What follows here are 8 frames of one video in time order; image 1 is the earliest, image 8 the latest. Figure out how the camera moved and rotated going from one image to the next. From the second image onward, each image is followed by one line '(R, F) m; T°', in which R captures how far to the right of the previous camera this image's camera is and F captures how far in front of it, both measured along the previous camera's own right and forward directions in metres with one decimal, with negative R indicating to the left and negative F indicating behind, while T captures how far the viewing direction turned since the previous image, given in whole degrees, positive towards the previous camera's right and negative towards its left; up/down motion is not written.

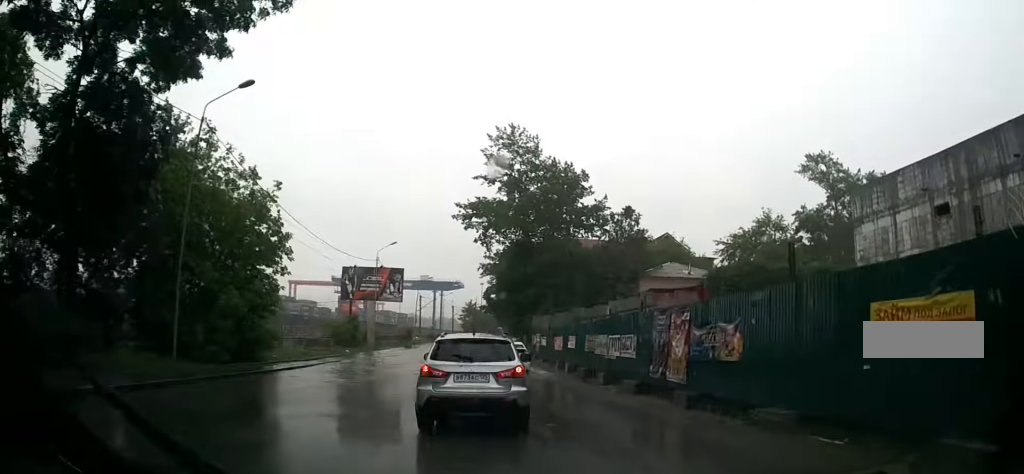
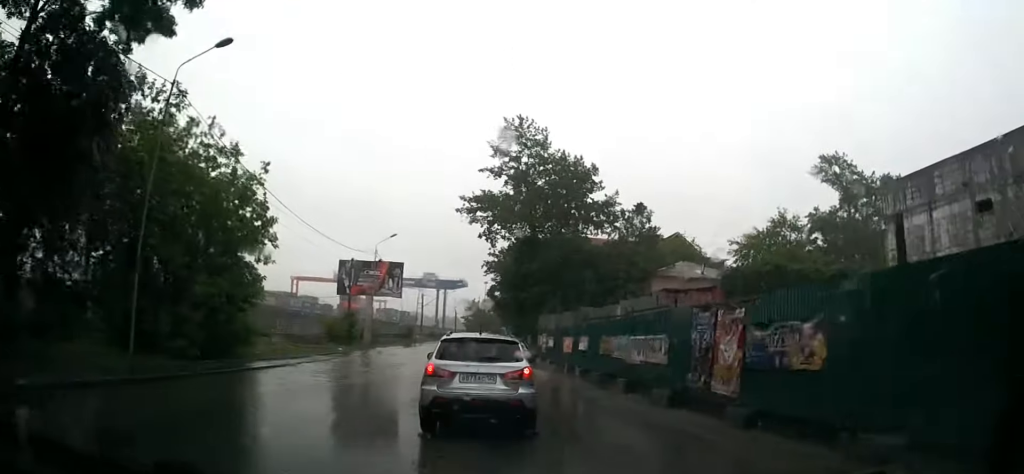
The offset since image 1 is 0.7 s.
(+0.1, +2.7) m; +3°
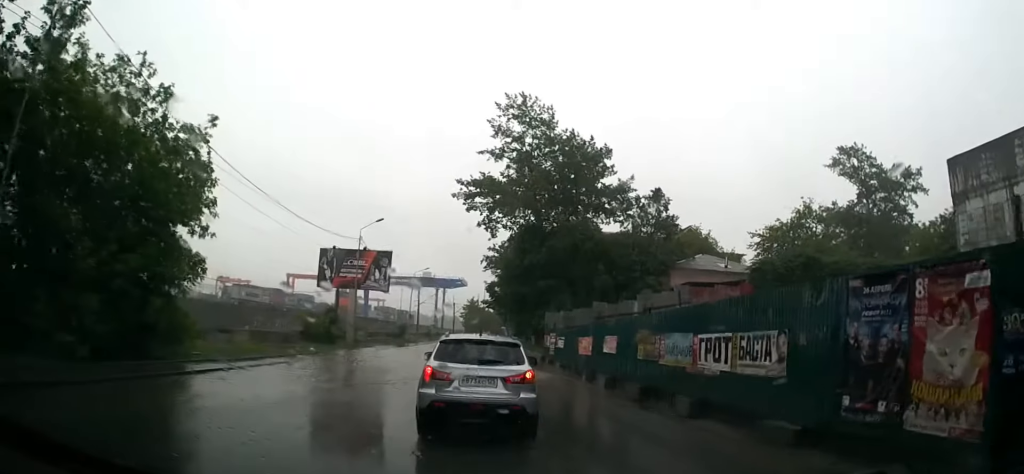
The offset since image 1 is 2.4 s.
(-0.1, +5.6) m; -3°
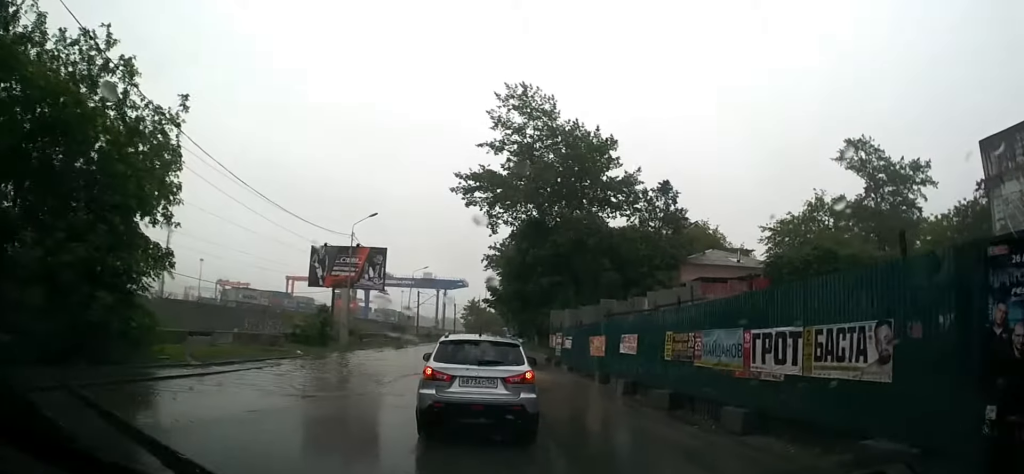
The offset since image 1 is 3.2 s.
(0.0, +2.3) m; 0°
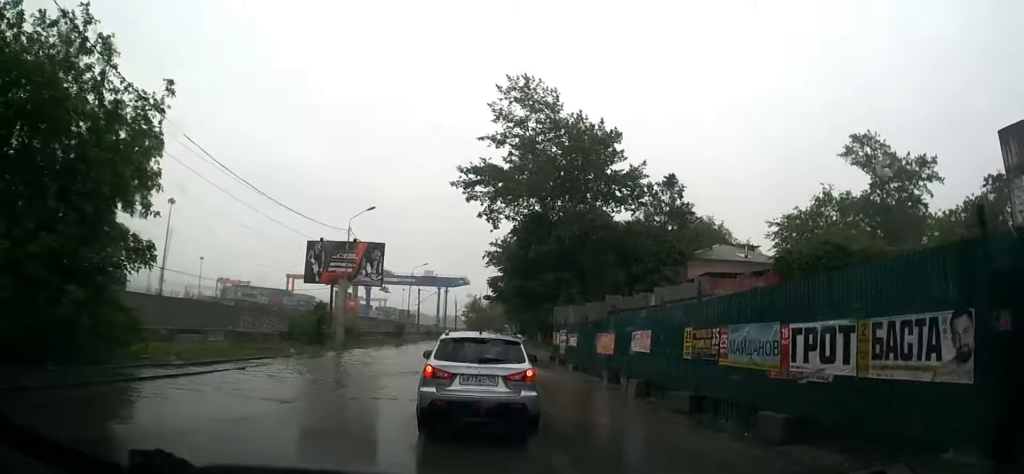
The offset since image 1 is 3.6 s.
(0.0, +1.2) m; 0°
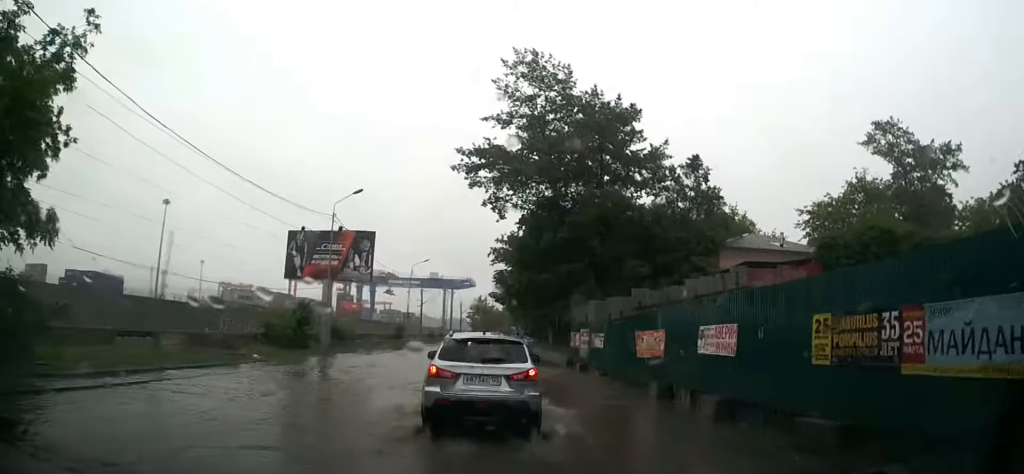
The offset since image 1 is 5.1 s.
(-0.1, +4.8) m; -2°
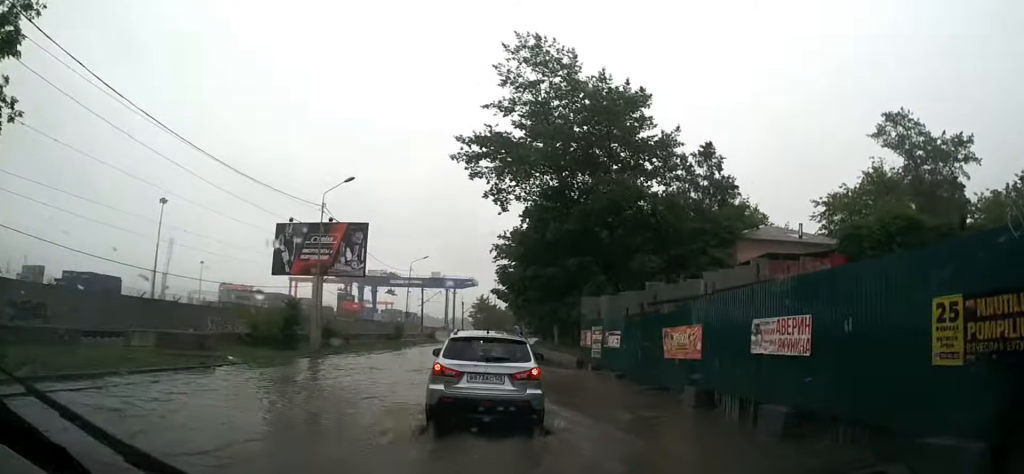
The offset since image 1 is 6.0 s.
(0.0, +2.5) m; 0°
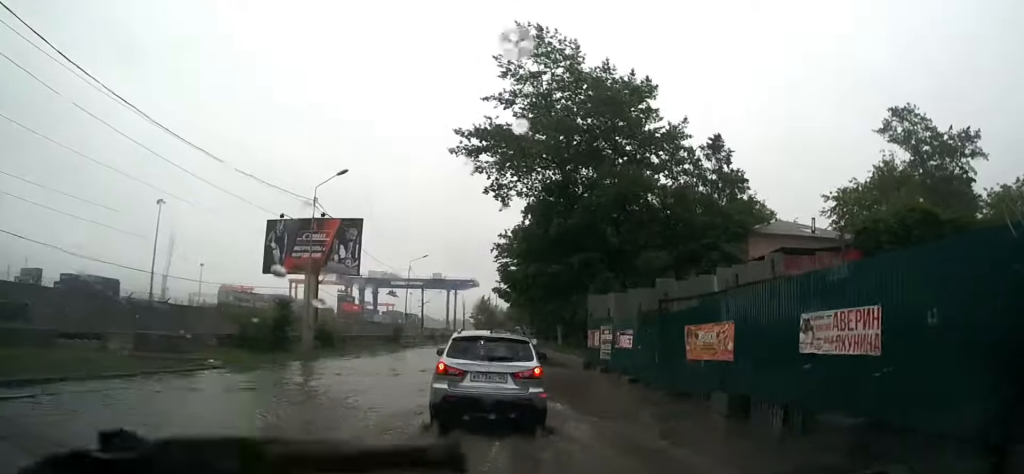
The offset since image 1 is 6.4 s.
(0.0, +1.4) m; +1°
